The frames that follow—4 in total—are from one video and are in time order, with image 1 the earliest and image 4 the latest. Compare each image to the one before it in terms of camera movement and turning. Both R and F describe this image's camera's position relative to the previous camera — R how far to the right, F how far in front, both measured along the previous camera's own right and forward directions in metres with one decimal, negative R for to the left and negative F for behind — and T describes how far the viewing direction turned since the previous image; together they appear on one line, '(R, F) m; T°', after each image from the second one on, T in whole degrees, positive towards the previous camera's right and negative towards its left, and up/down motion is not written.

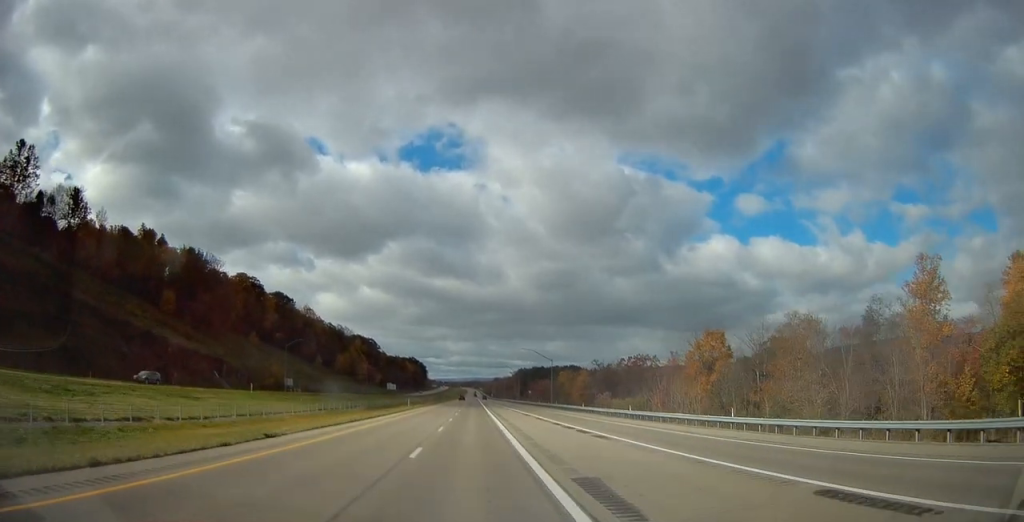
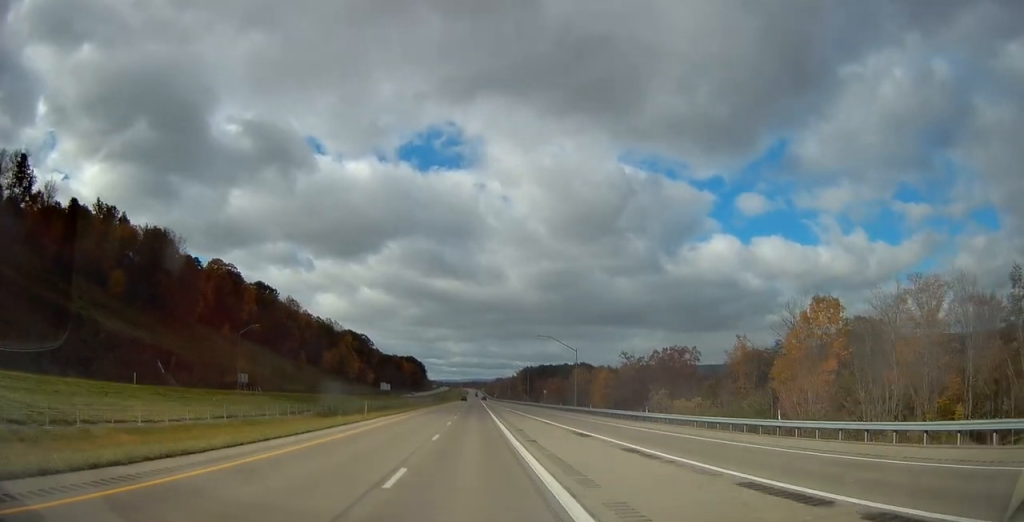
(0.0, +29.4) m; 0°
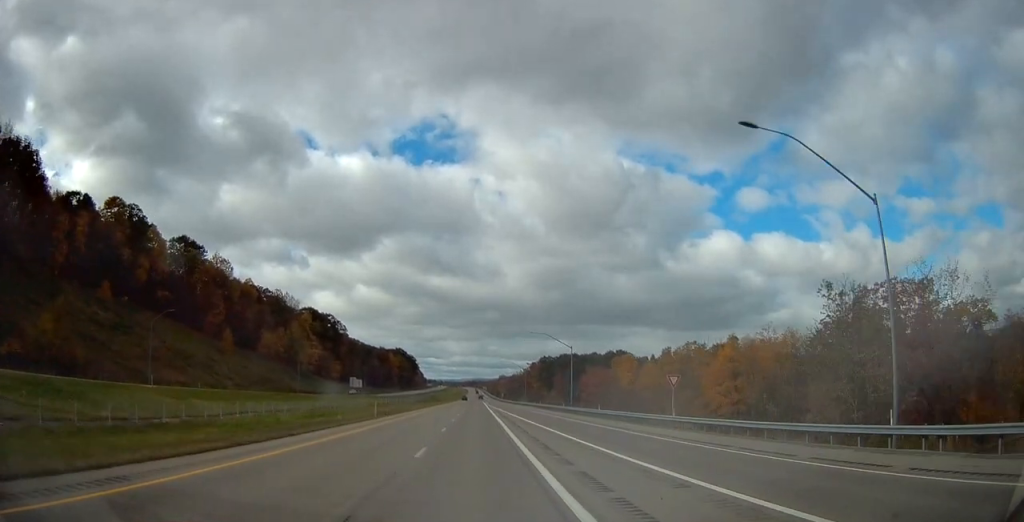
(+0.1, +79.0) m; 0°
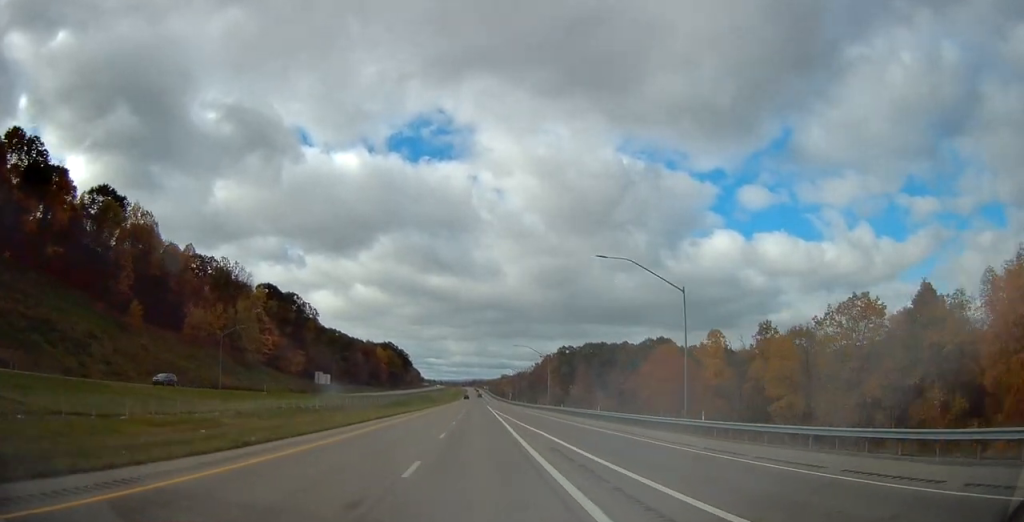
(-0.3, +52.7) m; 0°
